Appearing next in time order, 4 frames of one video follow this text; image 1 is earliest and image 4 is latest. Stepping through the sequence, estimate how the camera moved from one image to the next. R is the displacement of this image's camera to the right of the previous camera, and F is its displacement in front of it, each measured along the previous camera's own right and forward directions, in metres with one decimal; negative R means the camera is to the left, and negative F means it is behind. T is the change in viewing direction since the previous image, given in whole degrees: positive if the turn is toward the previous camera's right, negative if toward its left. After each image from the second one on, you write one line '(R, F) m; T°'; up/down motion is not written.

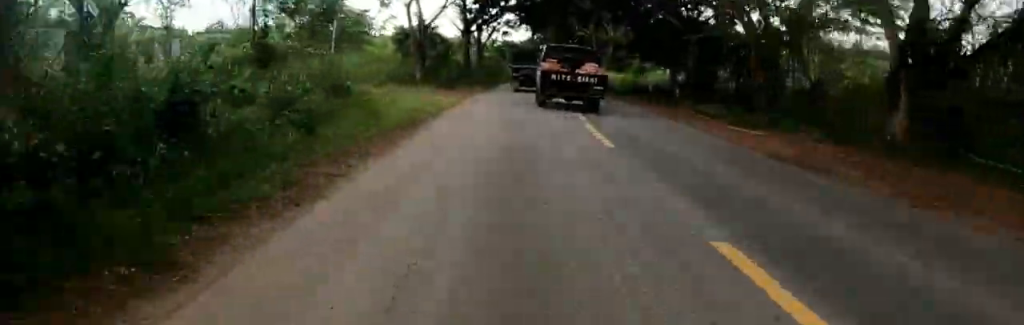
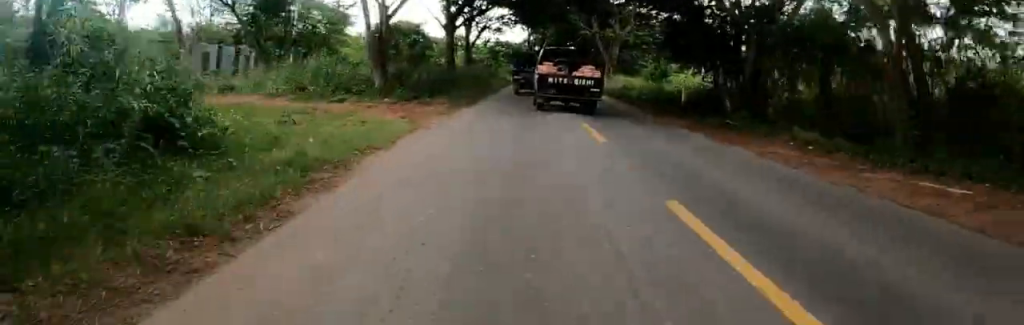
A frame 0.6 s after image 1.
(0.0, +7.1) m; 0°
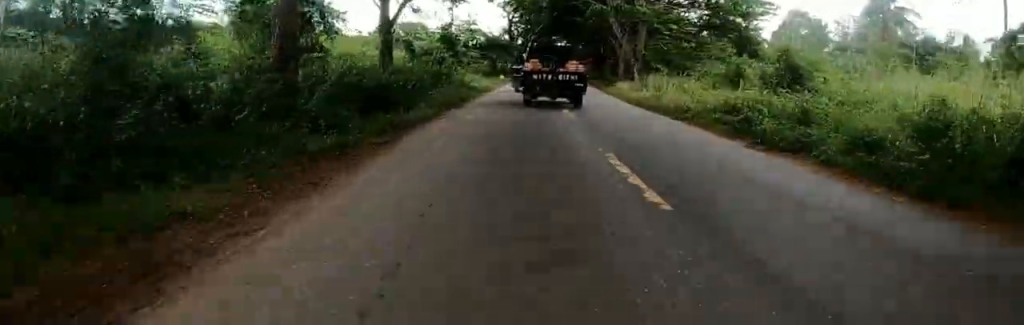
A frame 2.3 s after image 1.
(+0.2, +20.3) m; +2°
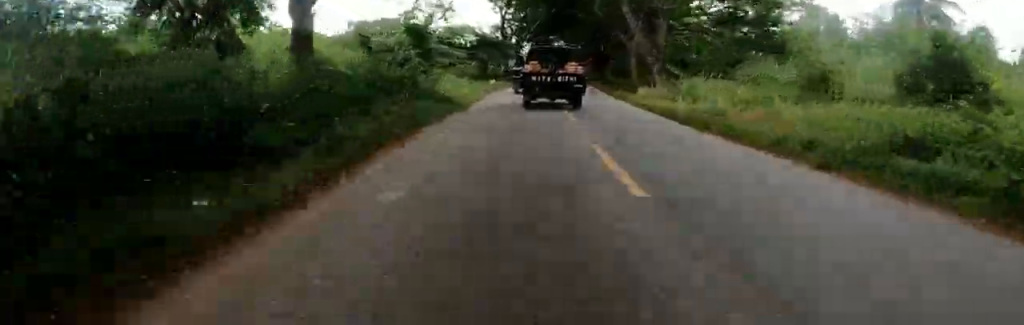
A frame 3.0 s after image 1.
(+0.1, +7.5) m; +1°
